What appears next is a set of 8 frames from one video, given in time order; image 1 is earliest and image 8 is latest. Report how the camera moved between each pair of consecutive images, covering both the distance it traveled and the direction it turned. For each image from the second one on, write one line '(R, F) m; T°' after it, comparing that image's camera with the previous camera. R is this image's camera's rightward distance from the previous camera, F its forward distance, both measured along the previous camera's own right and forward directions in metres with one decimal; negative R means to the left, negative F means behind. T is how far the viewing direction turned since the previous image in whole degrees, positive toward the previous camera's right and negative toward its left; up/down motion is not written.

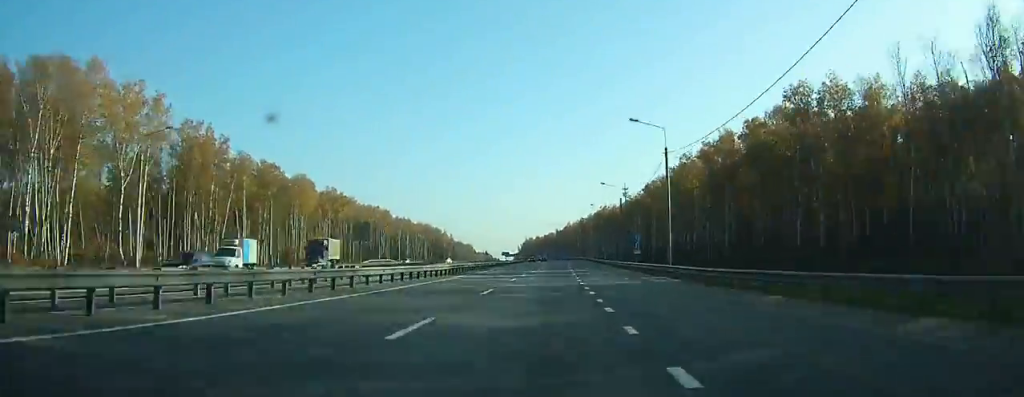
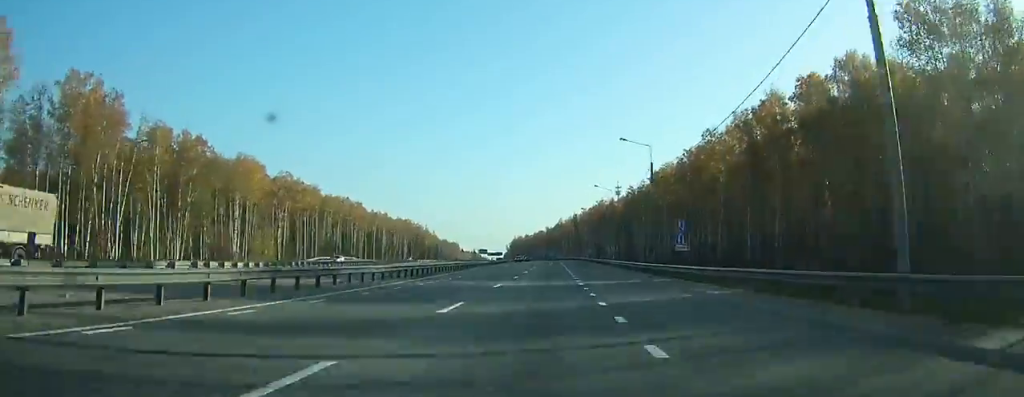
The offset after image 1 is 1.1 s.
(+0.2, +30.5) m; +1°
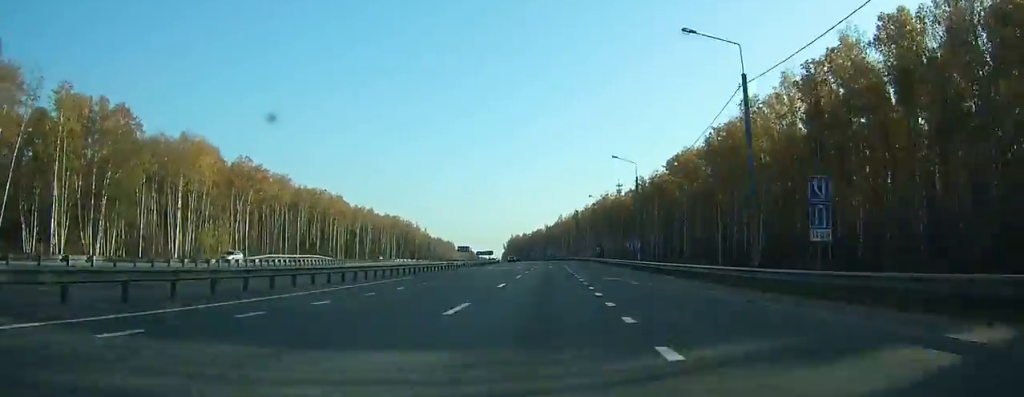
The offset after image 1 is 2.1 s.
(+0.3, +25.4) m; 0°
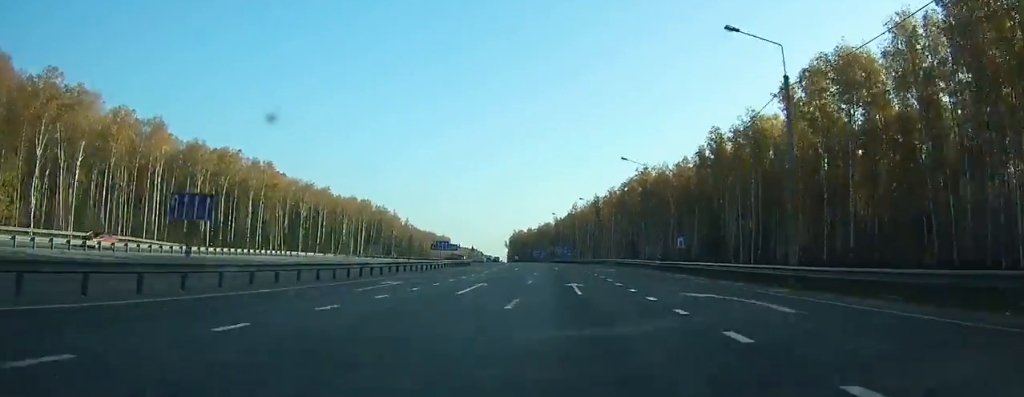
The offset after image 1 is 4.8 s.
(+0.1, +73.0) m; 0°
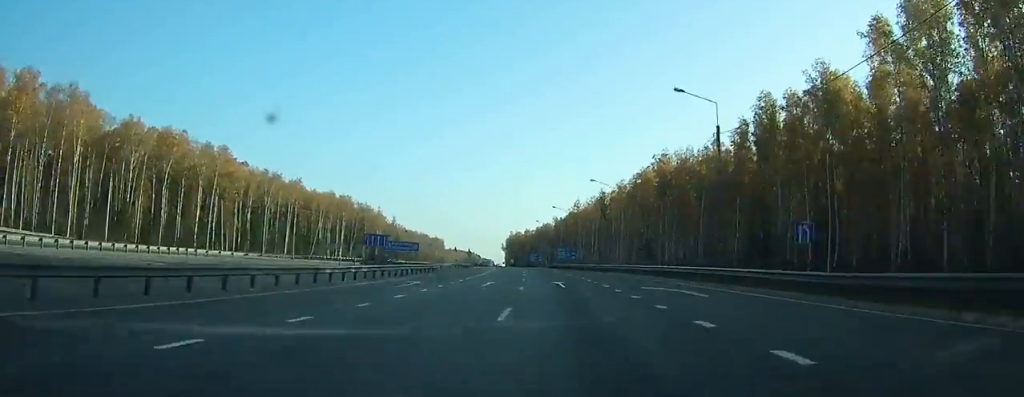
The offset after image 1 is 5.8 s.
(0.0, +24.2) m; 0°
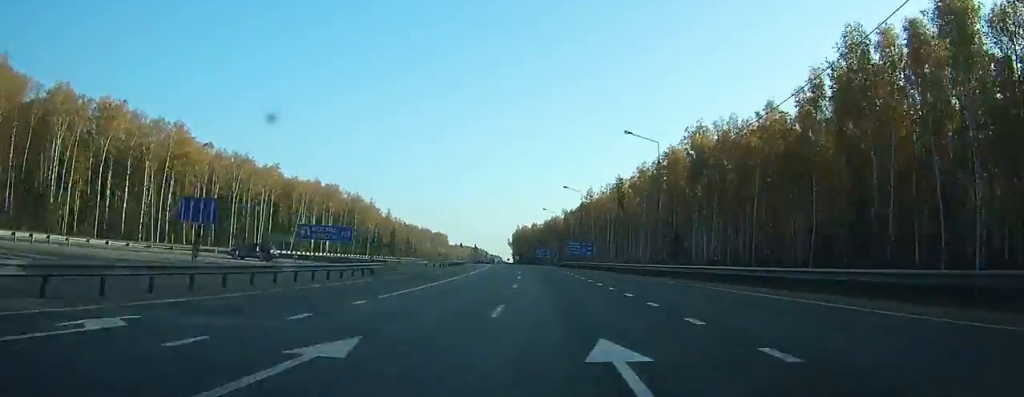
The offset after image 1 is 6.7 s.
(+0.1, +22.6) m; 0°
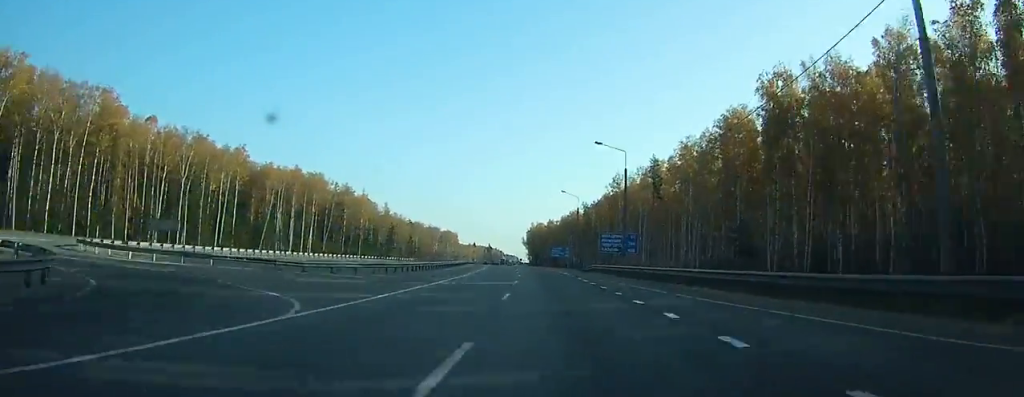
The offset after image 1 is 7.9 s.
(-0.2, +28.6) m; -1°
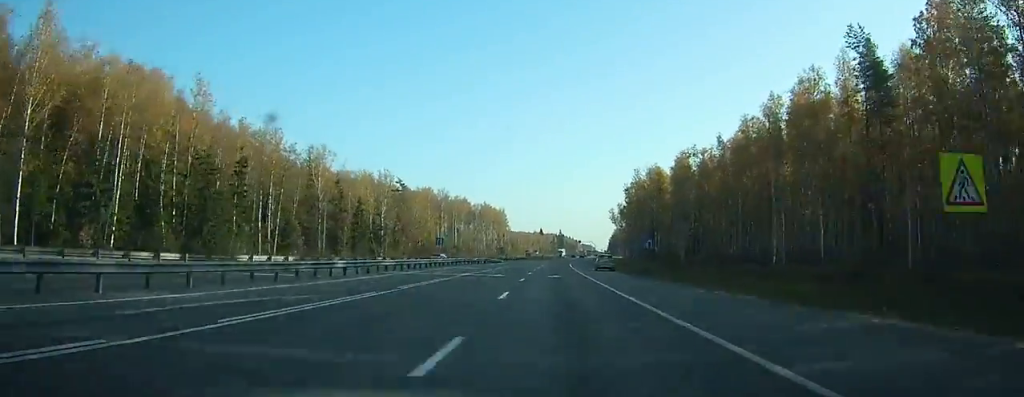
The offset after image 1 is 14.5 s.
(-11.9, +160.8) m; -7°
